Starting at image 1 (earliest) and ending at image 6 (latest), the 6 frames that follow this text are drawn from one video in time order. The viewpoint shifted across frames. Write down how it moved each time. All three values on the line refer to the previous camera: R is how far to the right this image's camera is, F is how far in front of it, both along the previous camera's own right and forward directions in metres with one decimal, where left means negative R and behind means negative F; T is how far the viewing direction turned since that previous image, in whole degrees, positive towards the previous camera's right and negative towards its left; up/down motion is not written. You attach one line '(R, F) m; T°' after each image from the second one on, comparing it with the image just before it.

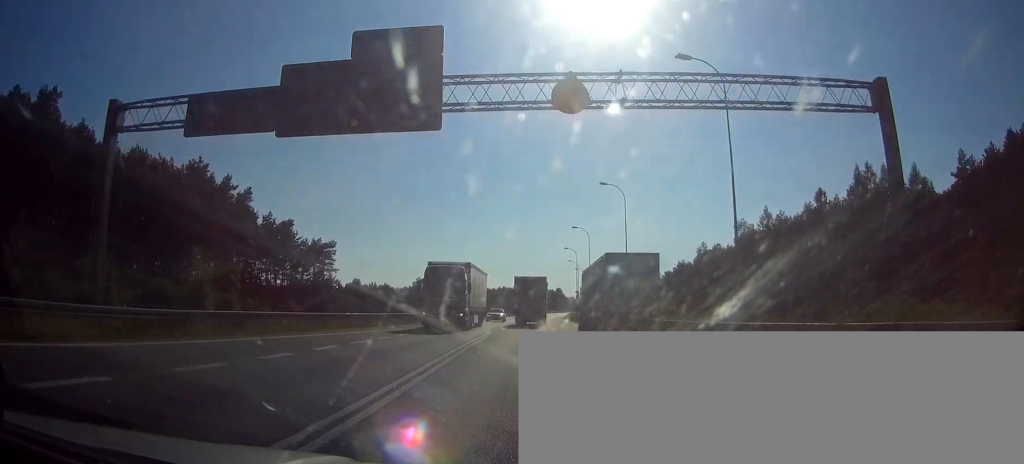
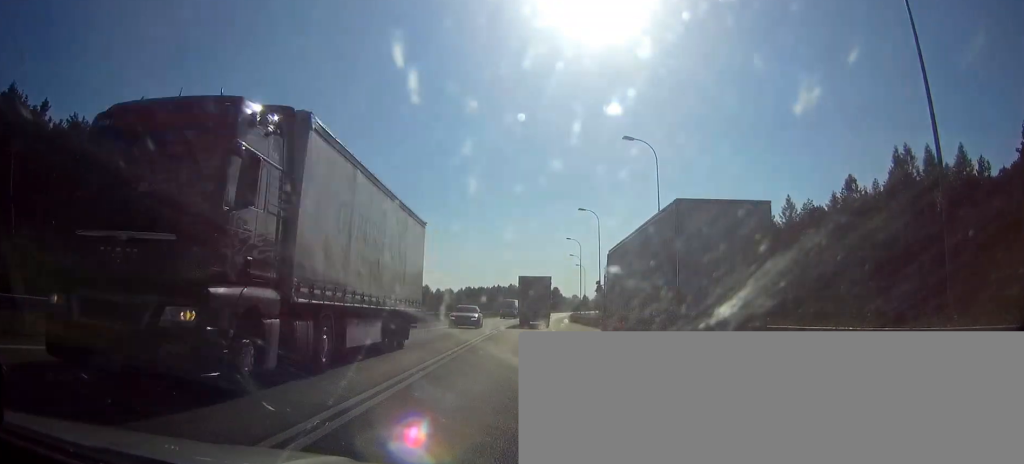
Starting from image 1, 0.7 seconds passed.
(+0.1, +16.1) m; 0°
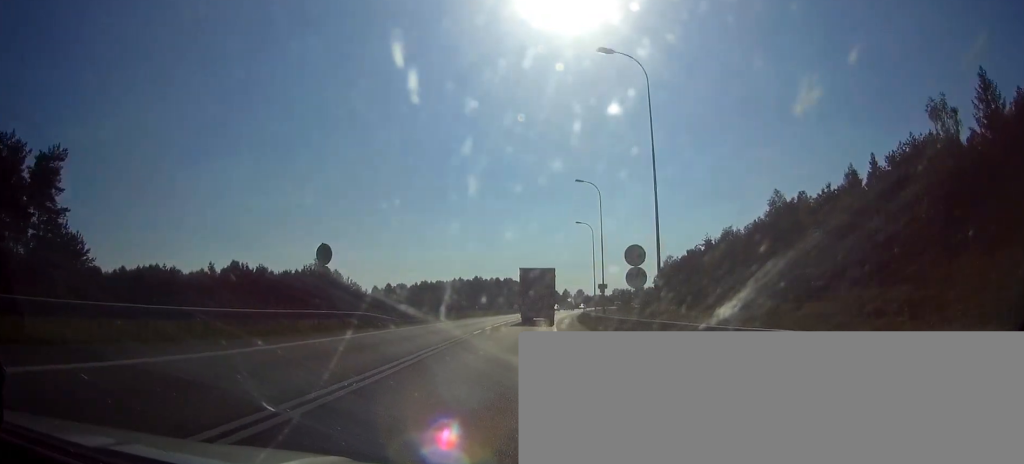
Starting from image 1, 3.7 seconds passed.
(+1.4, +74.8) m; +2°
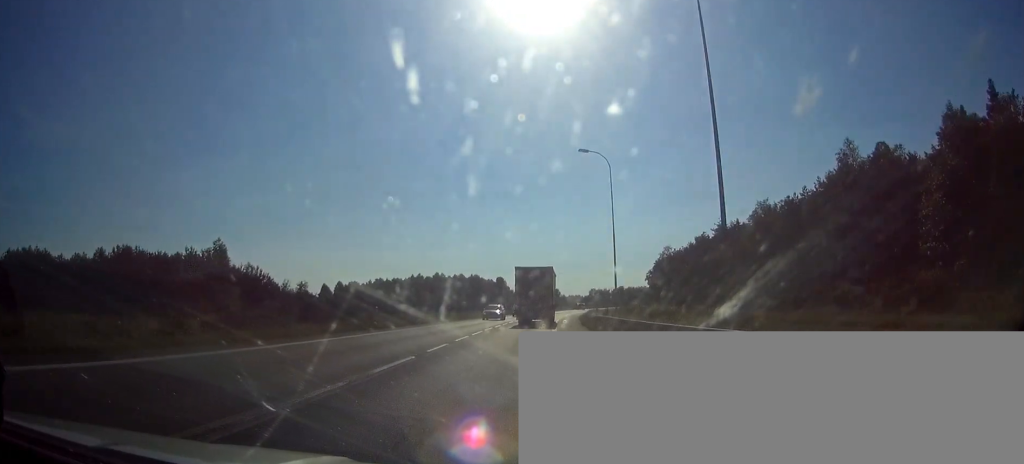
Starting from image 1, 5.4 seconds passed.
(+0.8, +42.1) m; +3°
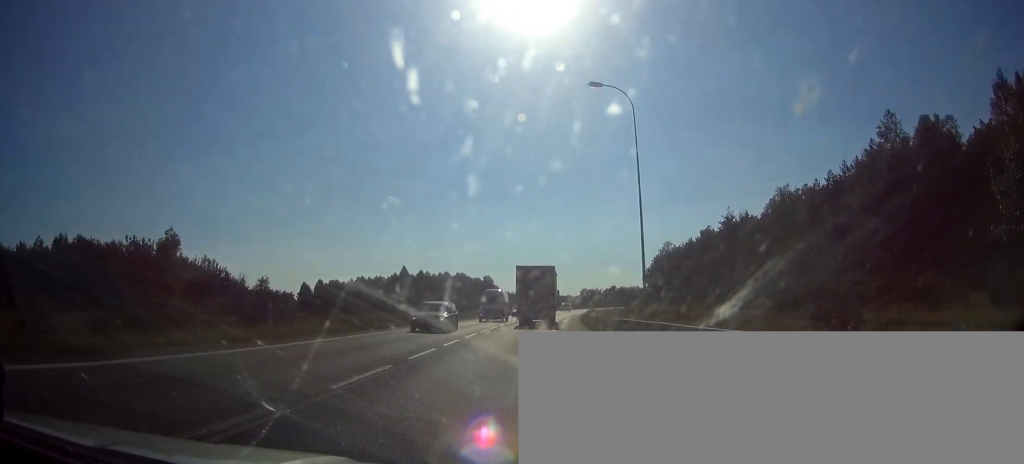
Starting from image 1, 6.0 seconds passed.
(+0.2, +14.8) m; +1°
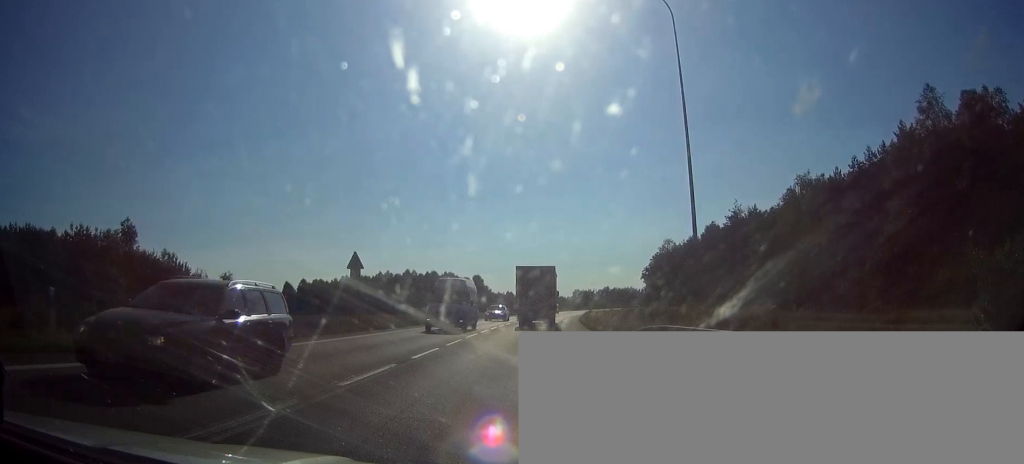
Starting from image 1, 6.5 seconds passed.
(0.0, +11.5) m; +1°
